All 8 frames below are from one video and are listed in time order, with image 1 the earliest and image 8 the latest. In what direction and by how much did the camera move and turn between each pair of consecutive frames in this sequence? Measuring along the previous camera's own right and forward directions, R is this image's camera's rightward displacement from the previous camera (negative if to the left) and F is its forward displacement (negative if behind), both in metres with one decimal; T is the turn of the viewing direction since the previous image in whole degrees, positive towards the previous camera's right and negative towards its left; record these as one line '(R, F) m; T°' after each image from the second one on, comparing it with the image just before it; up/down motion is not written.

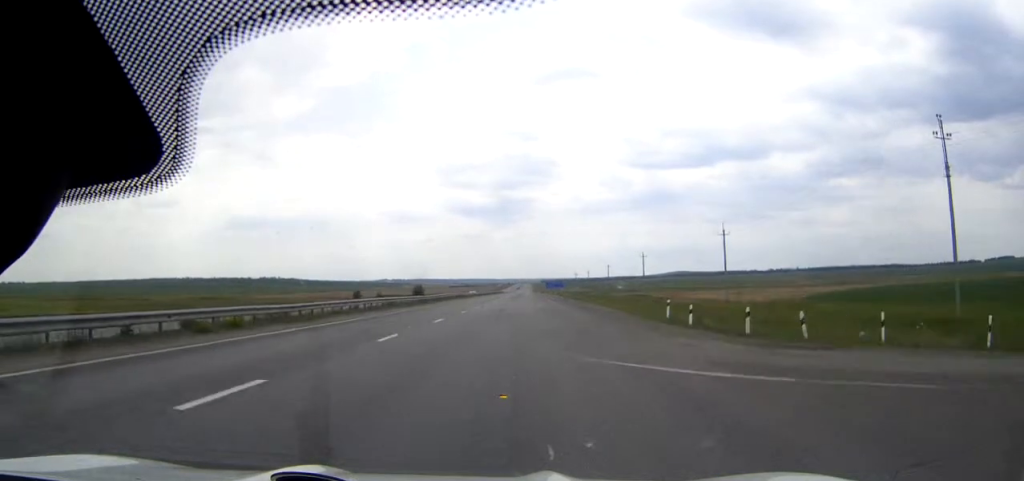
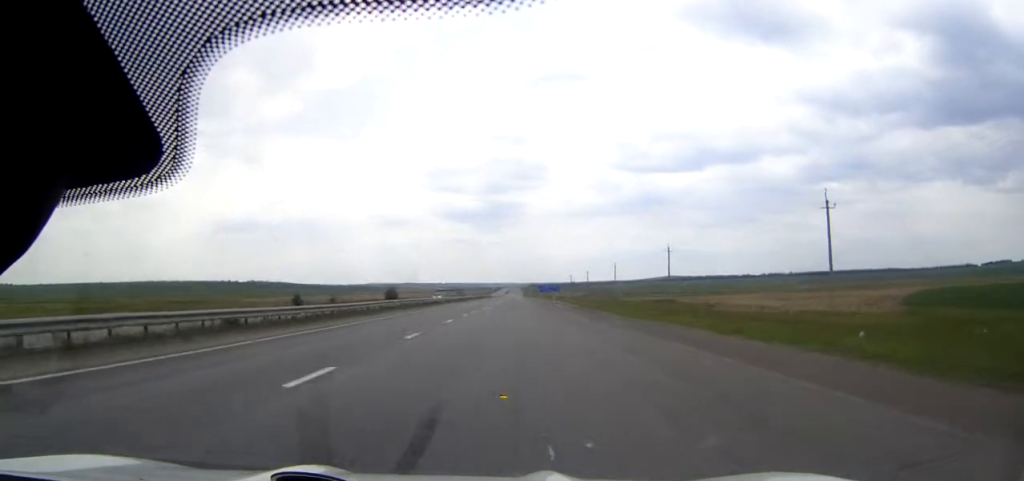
(+0.1, +33.1) m; 0°
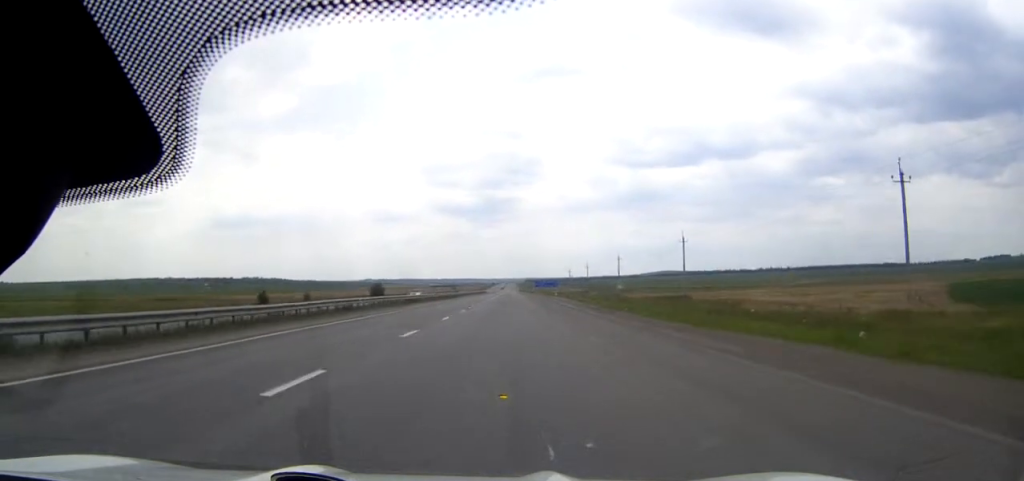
(0.0, +13.1) m; 0°
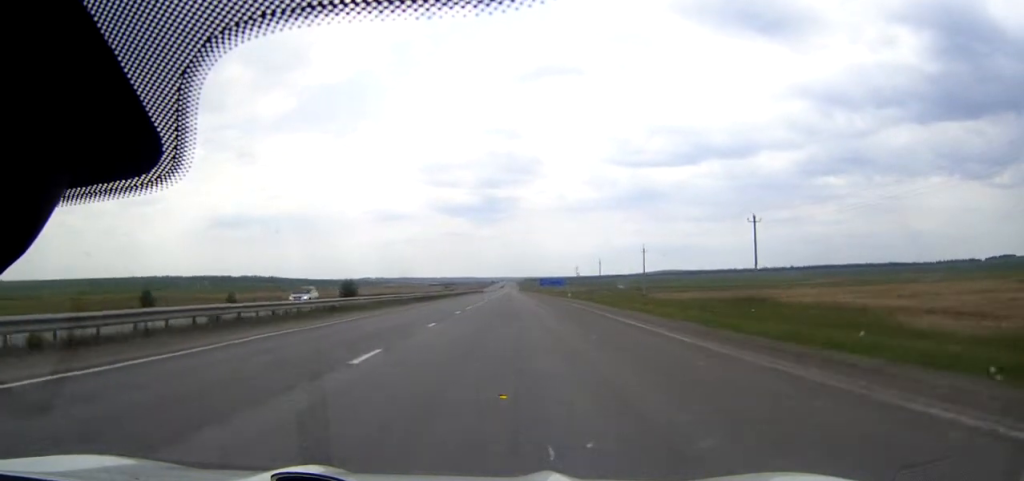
(+0.2, +31.3) m; 0°
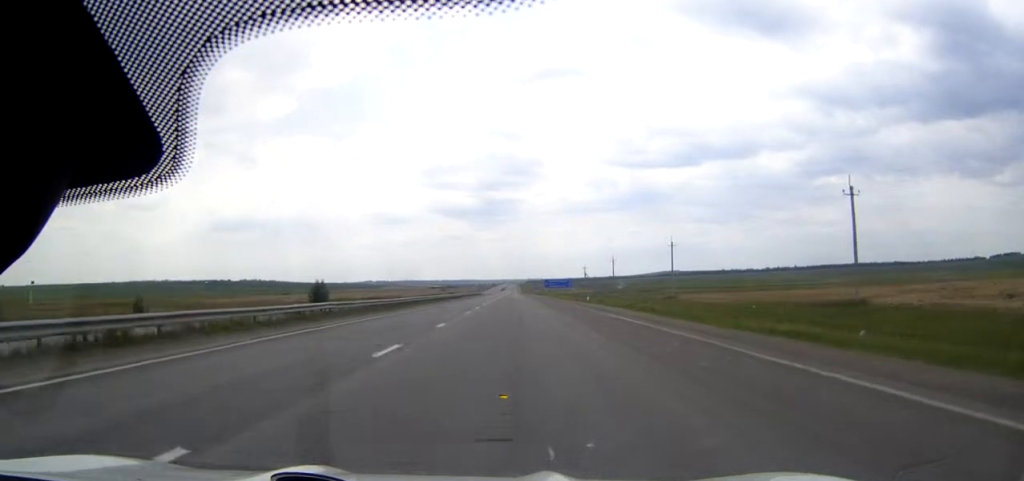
(0.0, +22.8) m; 0°
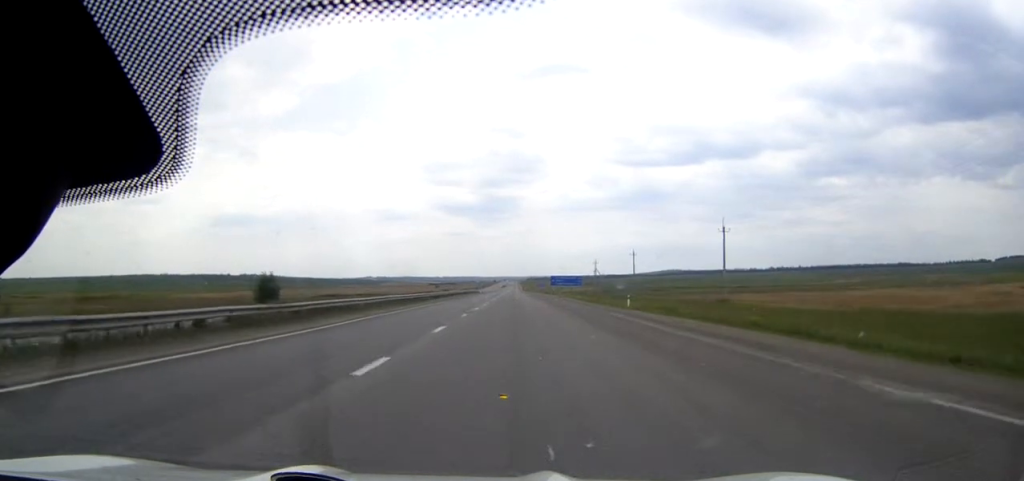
(-0.1, +27.2) m; 0°
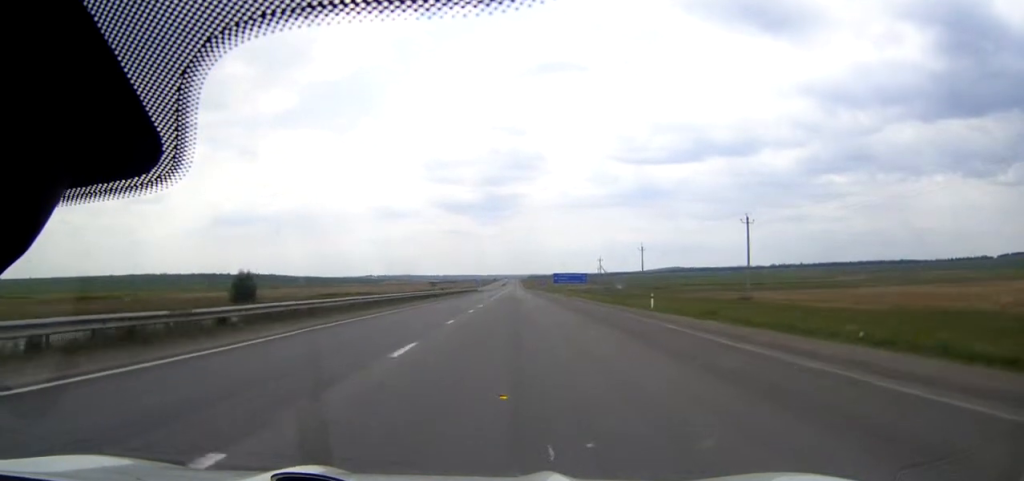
(0.0, +8.8) m; 0°
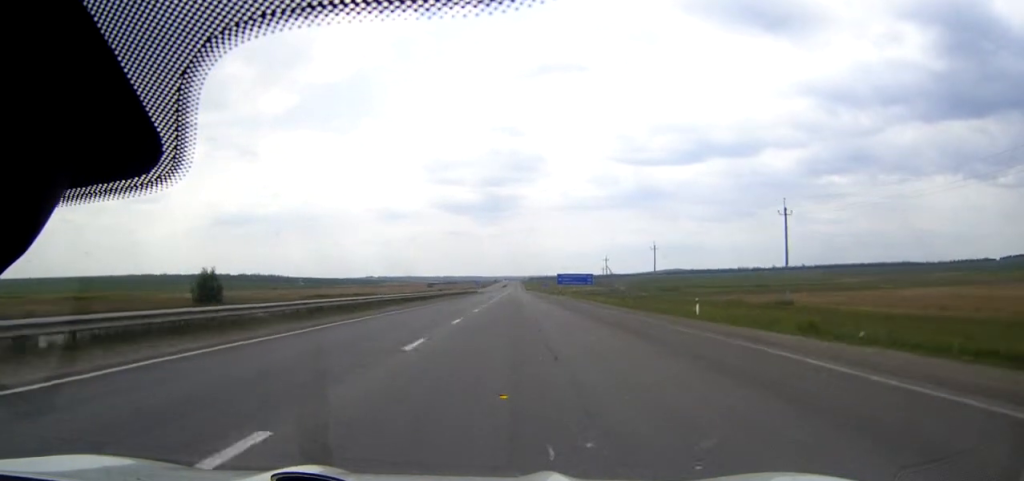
(0.0, +11.0) m; 0°
